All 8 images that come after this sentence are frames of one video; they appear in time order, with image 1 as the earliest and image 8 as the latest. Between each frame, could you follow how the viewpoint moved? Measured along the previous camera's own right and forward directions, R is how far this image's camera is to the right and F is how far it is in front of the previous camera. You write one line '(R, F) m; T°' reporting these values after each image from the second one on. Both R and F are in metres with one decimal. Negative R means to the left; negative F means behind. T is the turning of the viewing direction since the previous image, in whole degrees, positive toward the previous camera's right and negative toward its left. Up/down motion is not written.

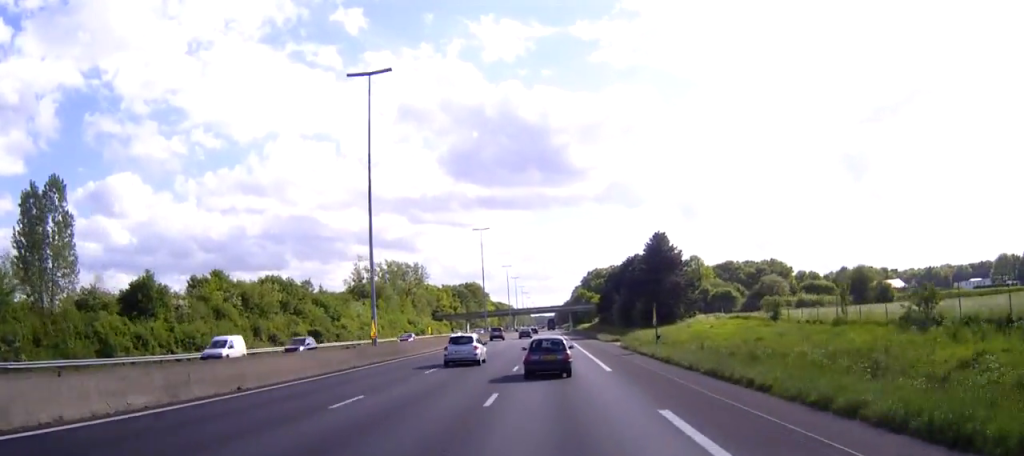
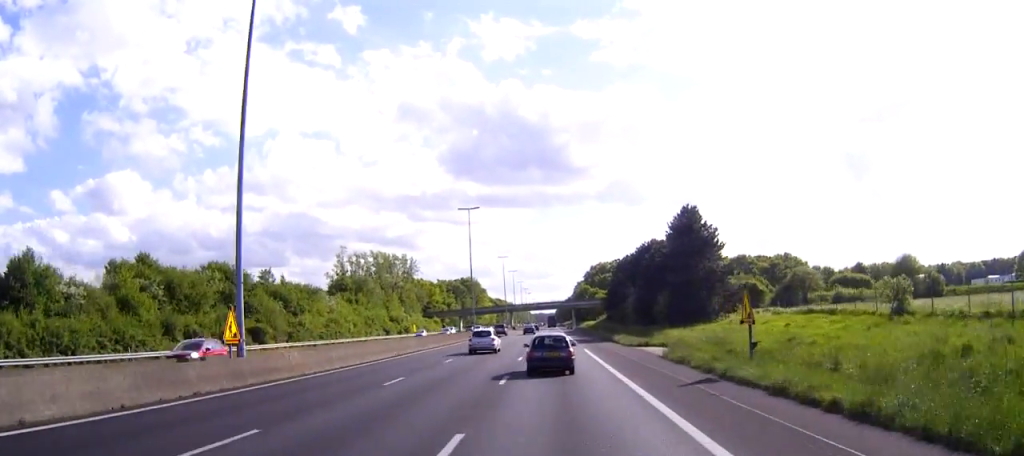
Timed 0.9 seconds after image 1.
(0.0, +20.6) m; 0°
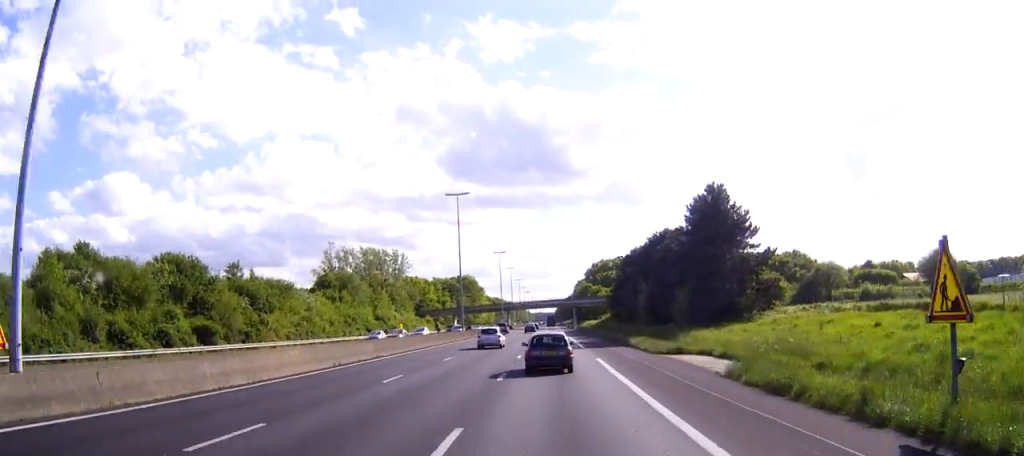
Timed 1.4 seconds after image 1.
(0.0, +12.7) m; 0°
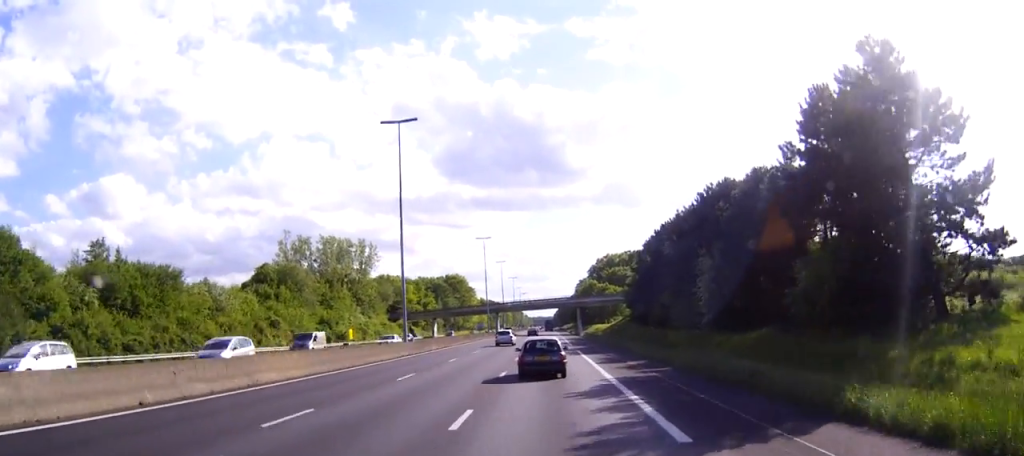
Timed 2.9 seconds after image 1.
(0.0, +35.6) m; 0°
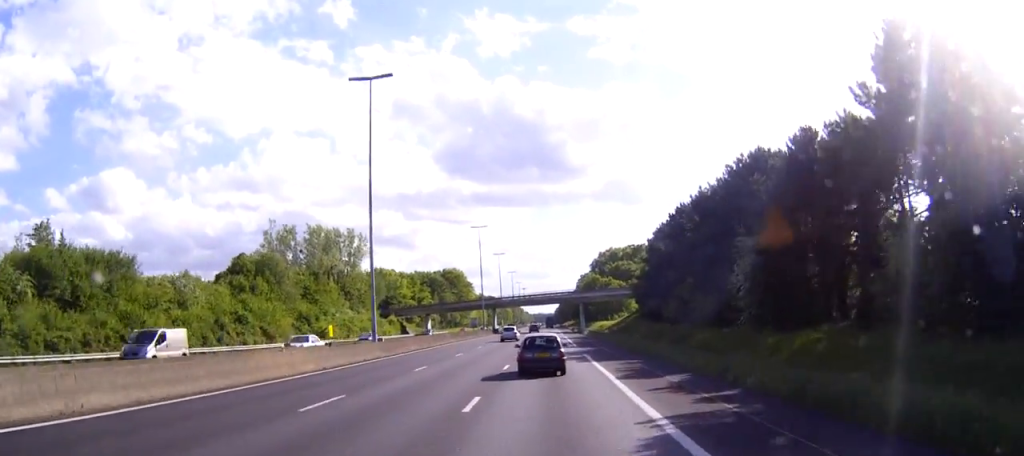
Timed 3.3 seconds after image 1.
(0.0, +10.3) m; 0°
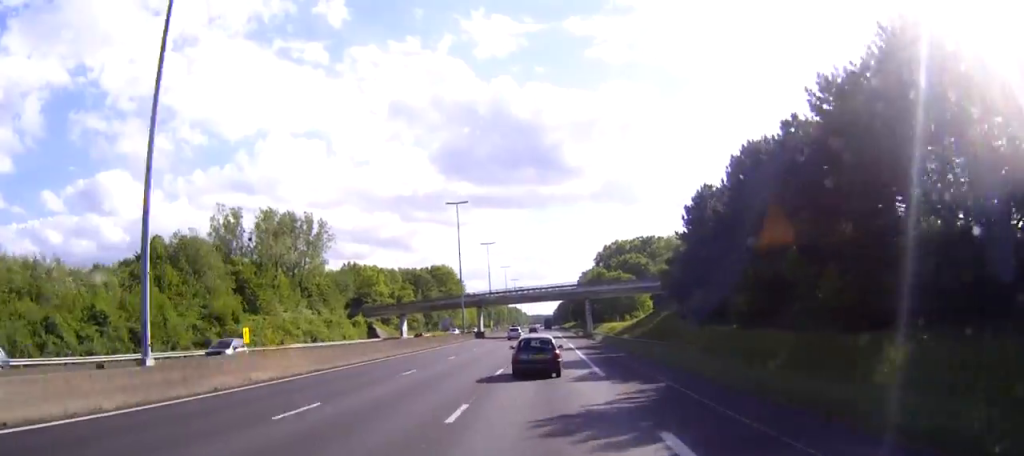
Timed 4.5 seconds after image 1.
(0.0, +27.7) m; 0°
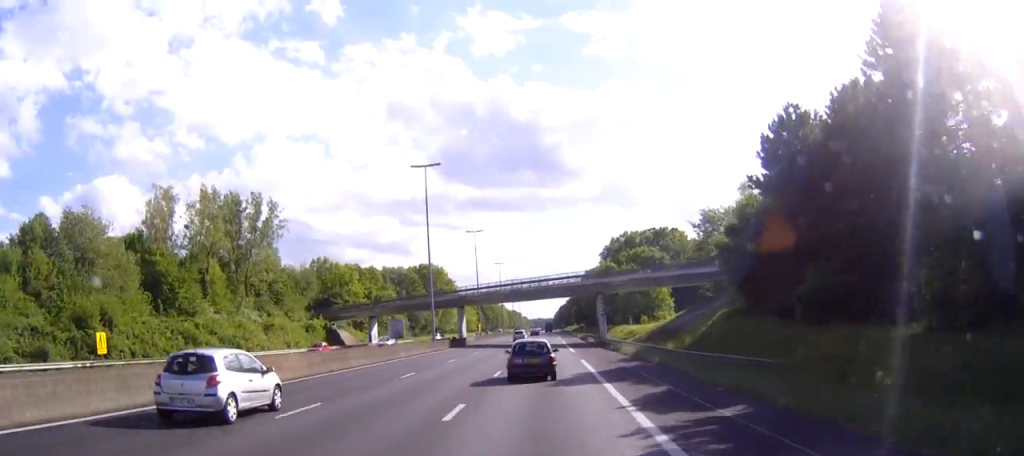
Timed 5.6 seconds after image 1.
(0.0, +25.4) m; 0°
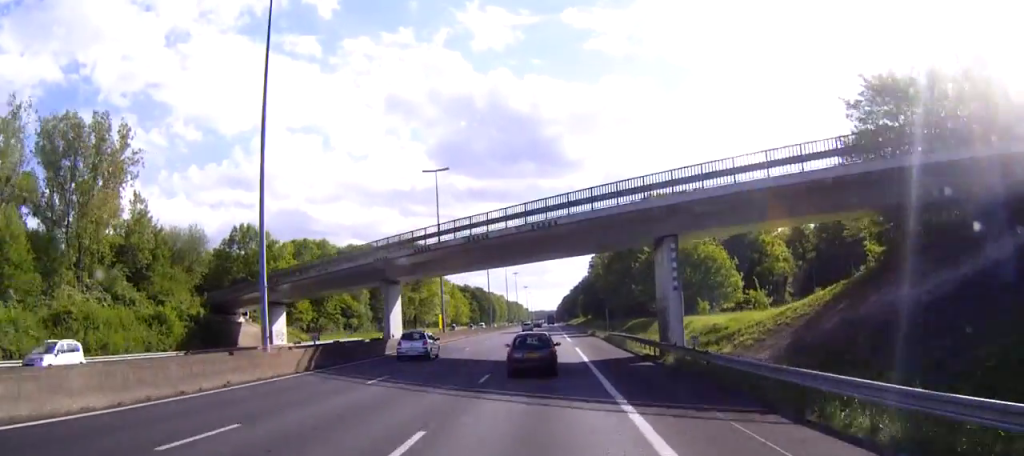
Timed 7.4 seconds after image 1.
(0.0, +44.0) m; 0°
